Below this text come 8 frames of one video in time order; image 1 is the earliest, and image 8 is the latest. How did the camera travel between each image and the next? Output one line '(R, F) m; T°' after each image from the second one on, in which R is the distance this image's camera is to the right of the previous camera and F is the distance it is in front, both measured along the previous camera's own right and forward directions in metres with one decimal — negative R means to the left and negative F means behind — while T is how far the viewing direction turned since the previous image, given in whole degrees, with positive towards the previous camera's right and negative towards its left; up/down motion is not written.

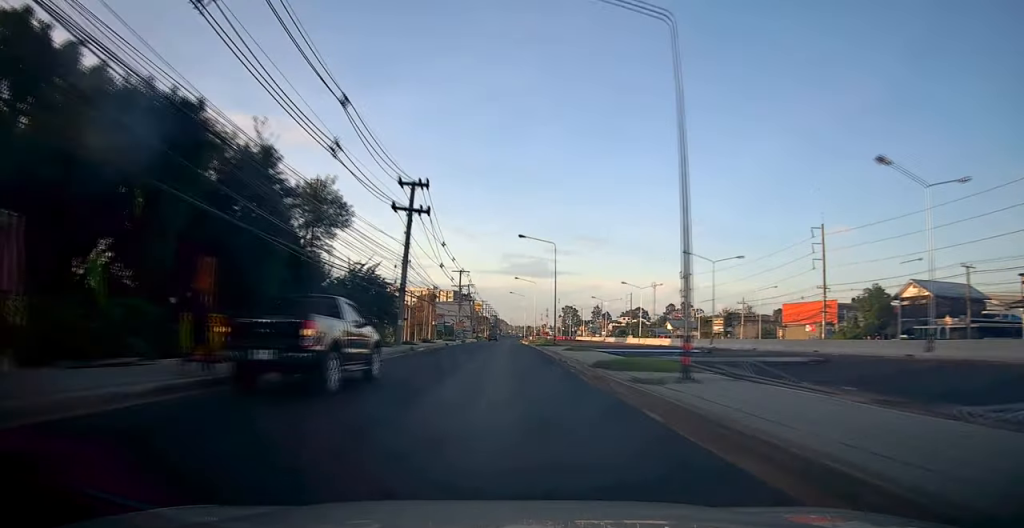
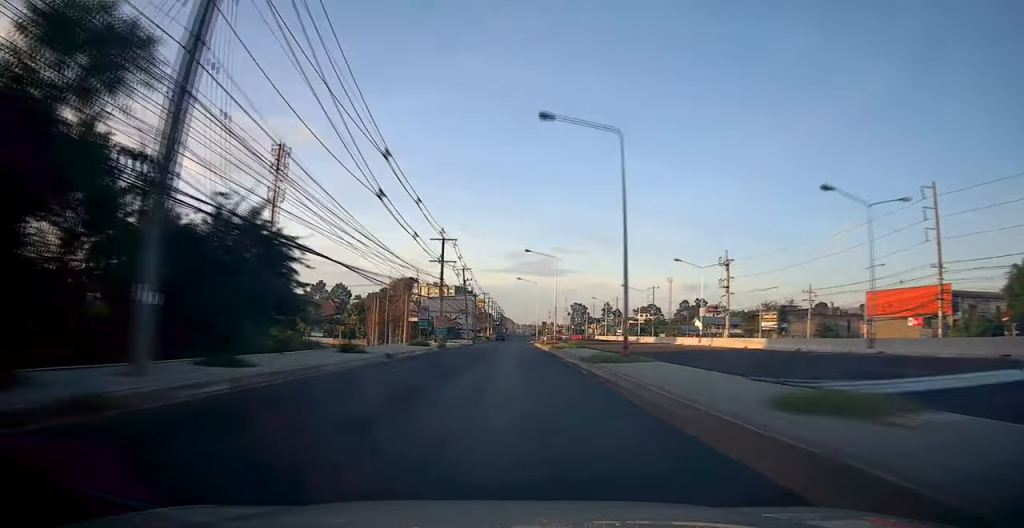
(+0.2, +26.4) m; -2°
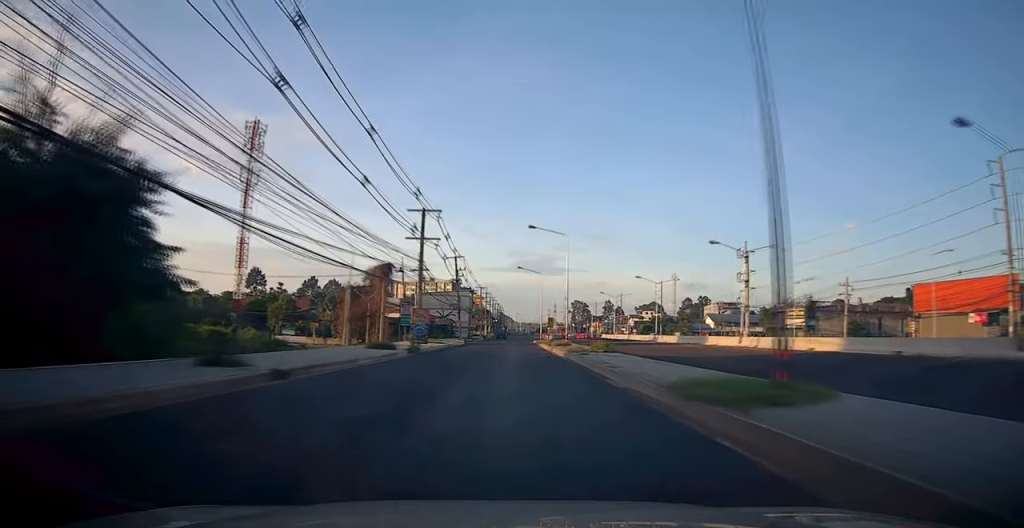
(-0.5, +11.7) m; -1°
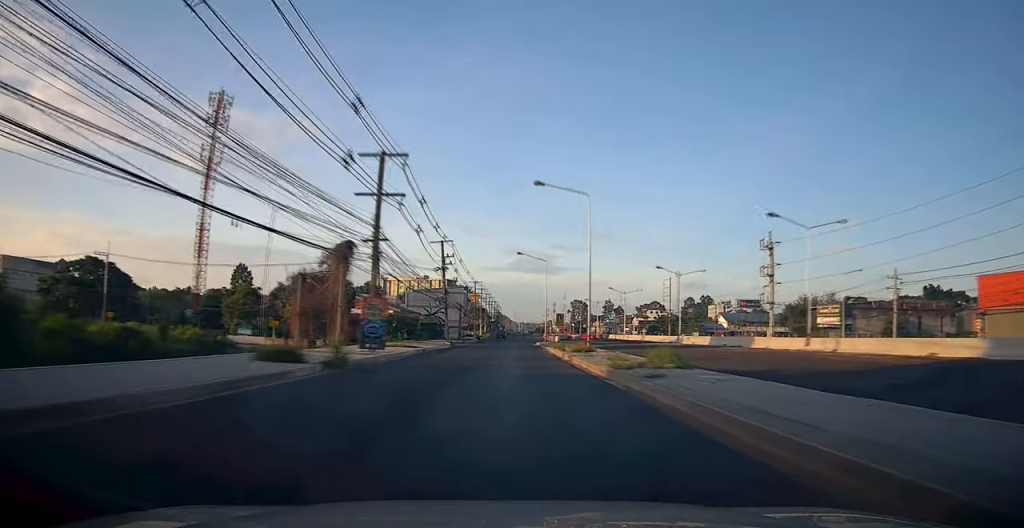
(+0.1, +13.0) m; +2°
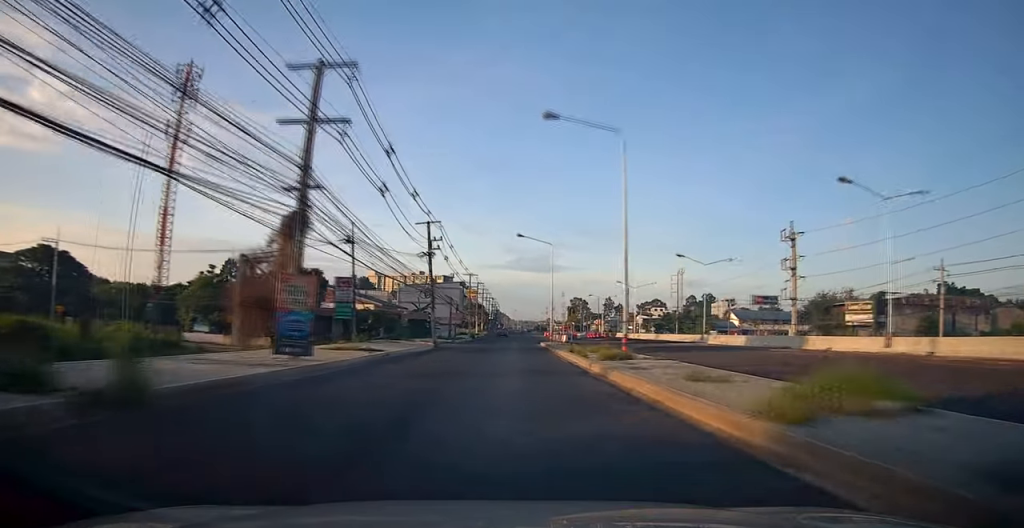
(+0.2, +9.8) m; +1°
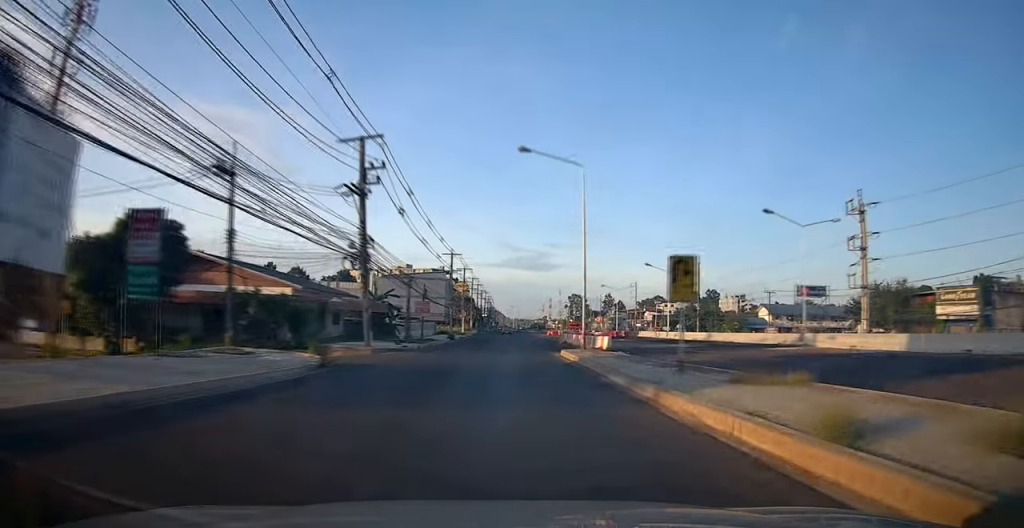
(+0.2, +23.4) m; 0°
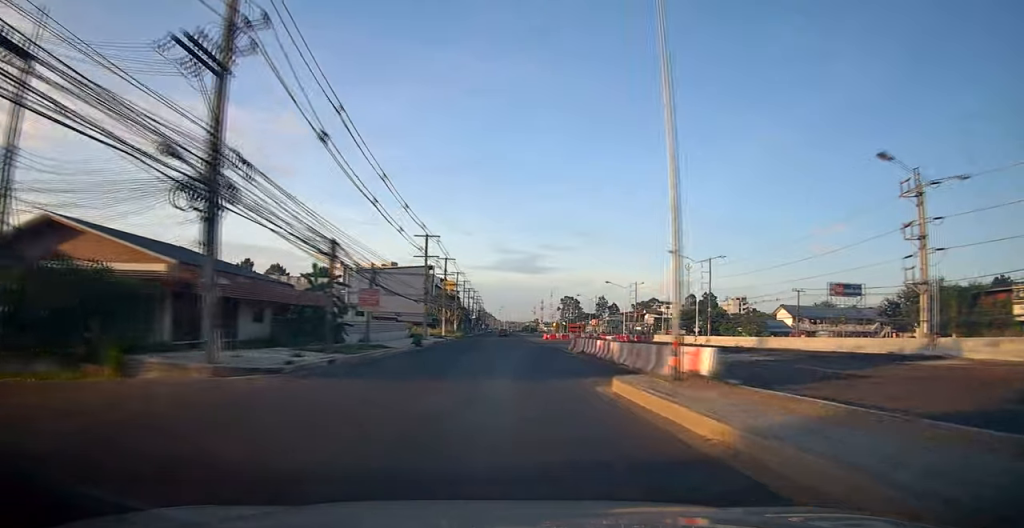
(-0.1, +15.0) m; 0°
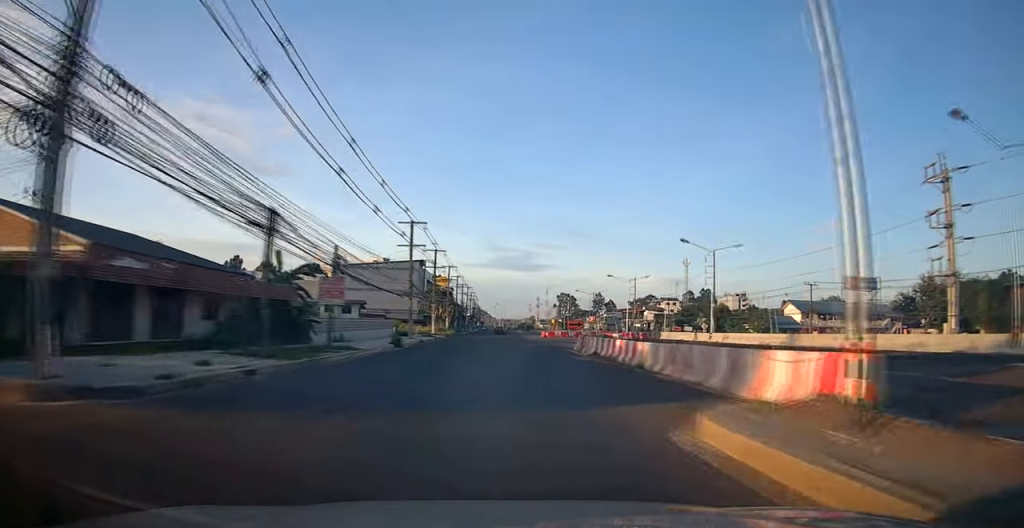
(+0.1, +5.8) m; -1°
